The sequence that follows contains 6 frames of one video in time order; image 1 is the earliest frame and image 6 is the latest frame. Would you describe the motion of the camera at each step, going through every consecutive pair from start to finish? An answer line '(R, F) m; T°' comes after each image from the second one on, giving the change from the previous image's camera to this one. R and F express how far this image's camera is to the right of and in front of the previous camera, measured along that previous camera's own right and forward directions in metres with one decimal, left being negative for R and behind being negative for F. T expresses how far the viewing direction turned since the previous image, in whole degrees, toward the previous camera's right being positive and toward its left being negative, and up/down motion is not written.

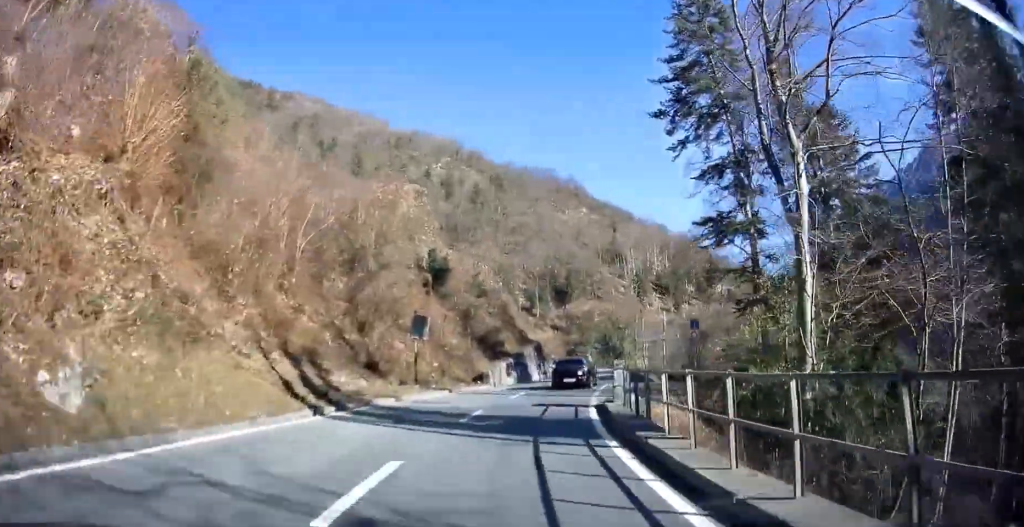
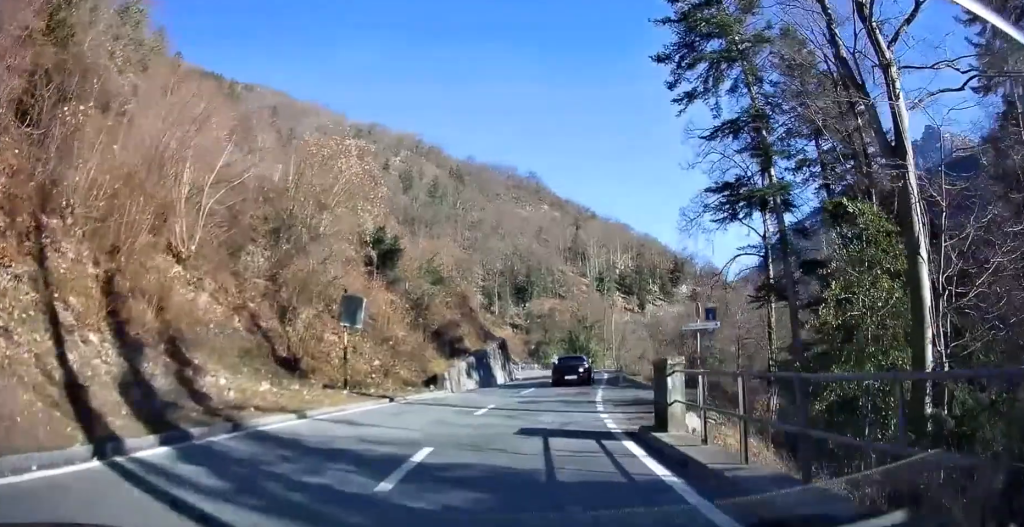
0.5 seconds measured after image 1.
(+0.2, +7.7) m; +3°
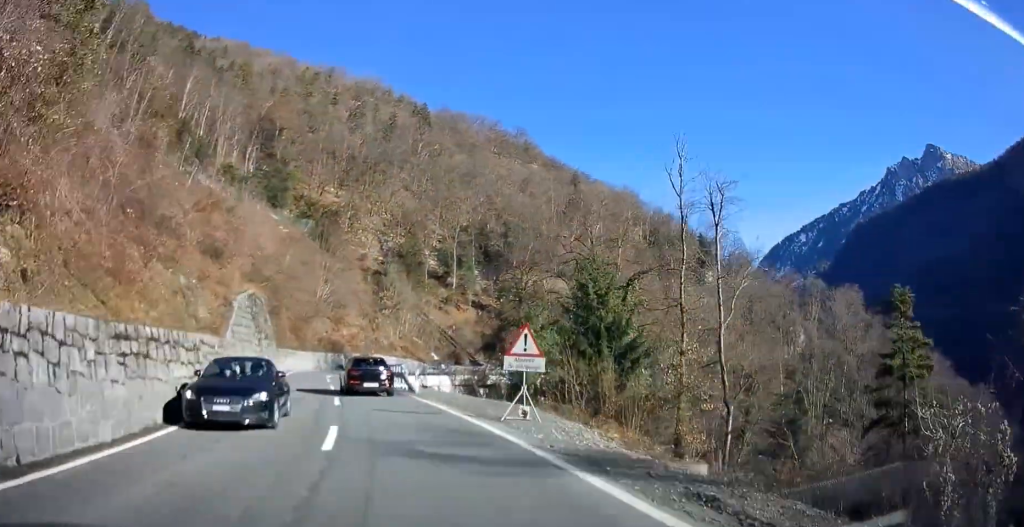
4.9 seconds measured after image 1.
(+7.9, +58.9) m; +2°
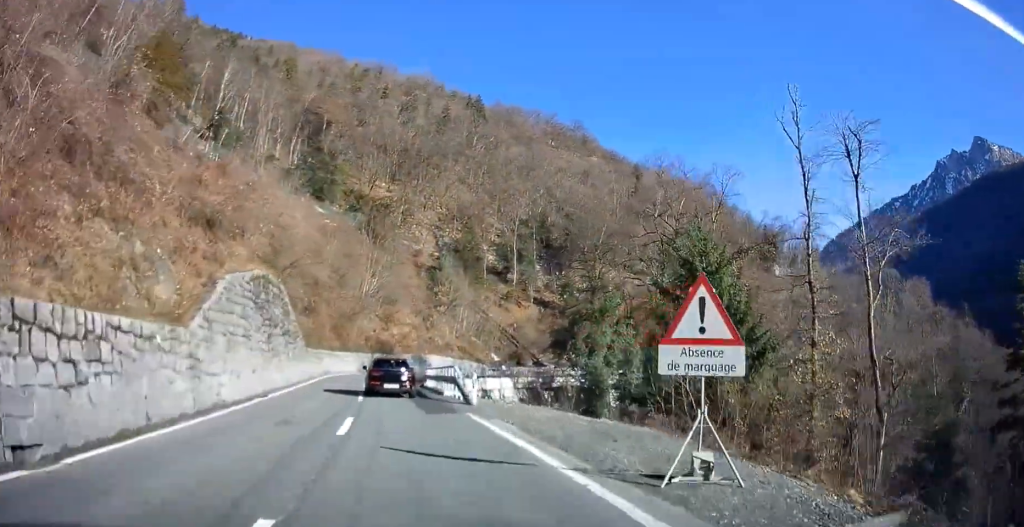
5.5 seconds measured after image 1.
(-0.2, +7.1) m; -4°
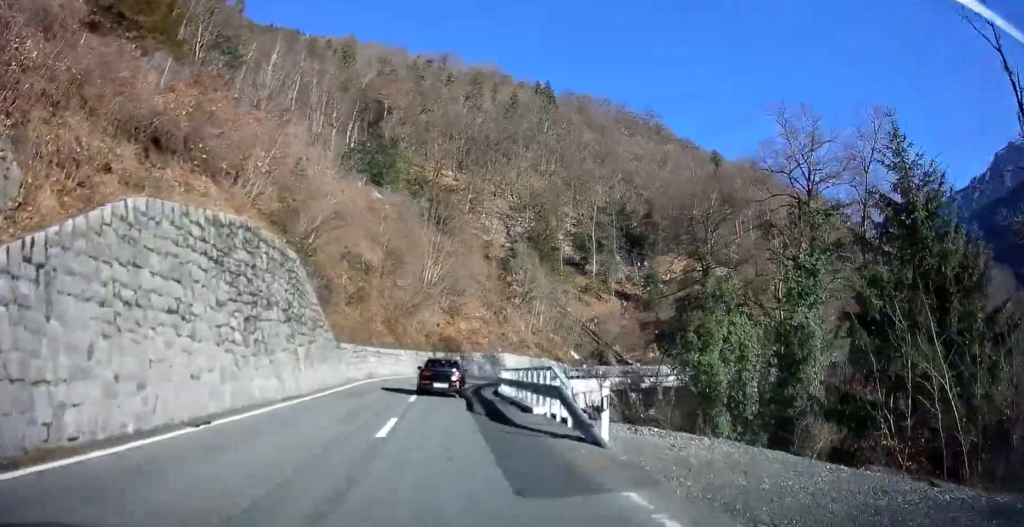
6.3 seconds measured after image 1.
(-0.4, +10.0) m; -6°
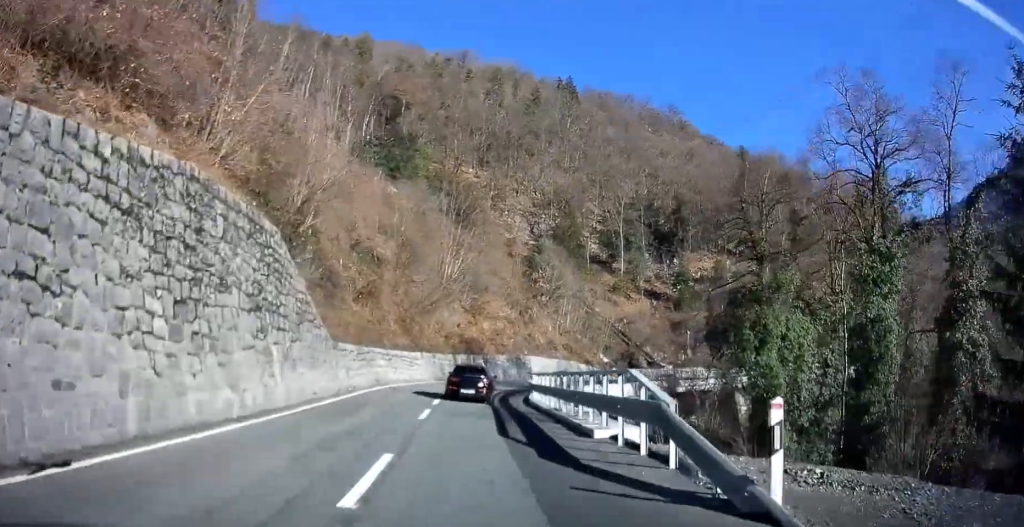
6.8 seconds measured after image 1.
(-0.4, +4.9) m; -2°
